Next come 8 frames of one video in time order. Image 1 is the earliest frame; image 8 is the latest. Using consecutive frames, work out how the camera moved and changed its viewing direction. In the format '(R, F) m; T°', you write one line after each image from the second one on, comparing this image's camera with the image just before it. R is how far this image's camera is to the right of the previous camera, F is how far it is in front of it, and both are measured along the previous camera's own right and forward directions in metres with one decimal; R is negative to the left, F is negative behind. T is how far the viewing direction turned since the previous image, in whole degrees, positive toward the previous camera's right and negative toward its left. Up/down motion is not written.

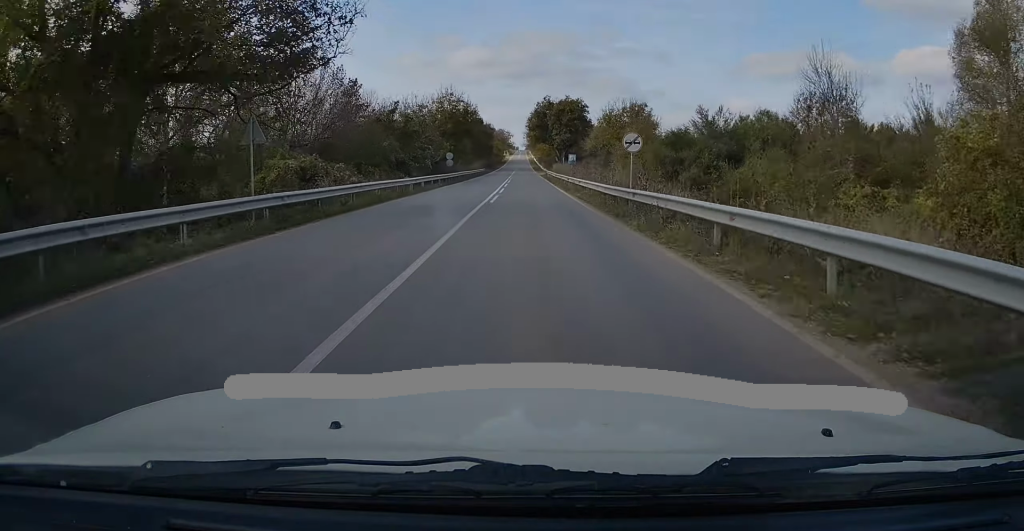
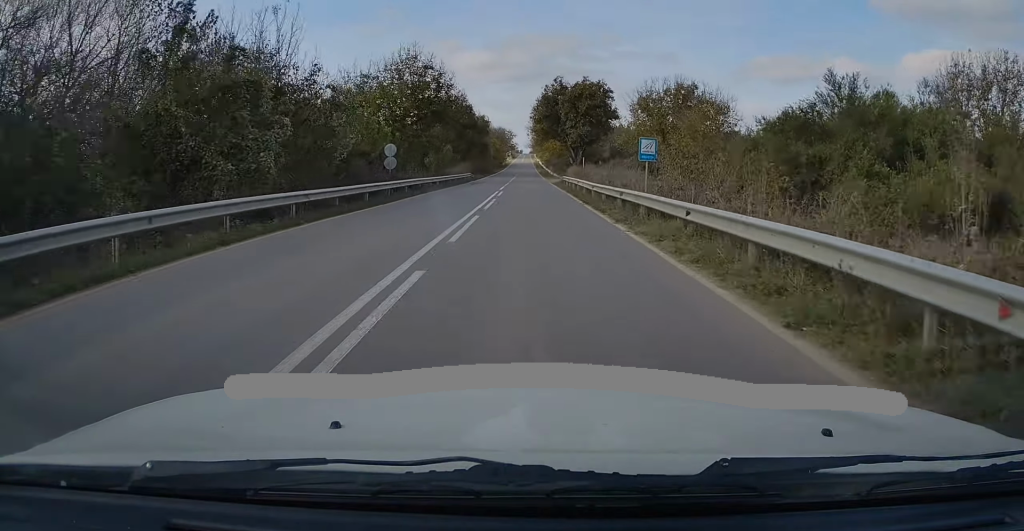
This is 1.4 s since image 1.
(-0.4, +29.4) m; -2°
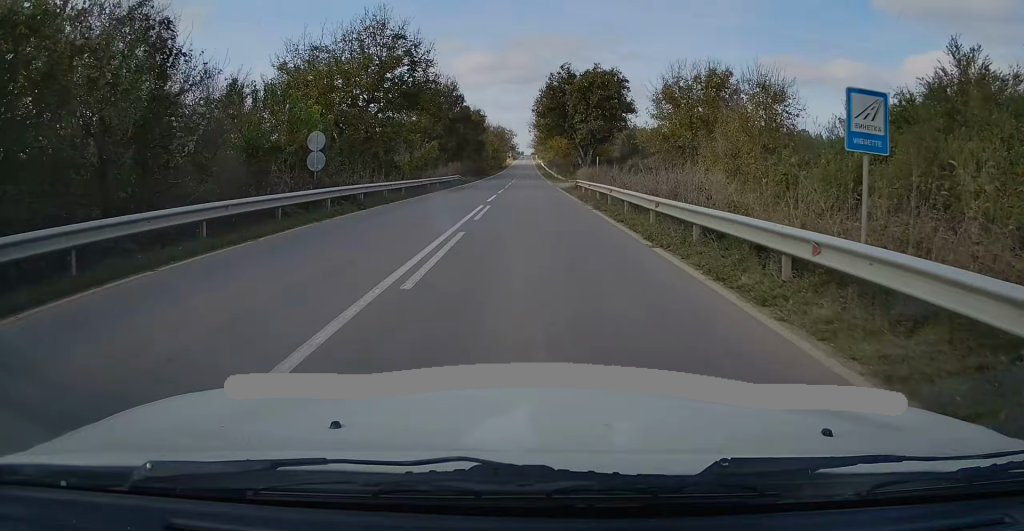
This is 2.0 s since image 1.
(-0.3, +12.9) m; 0°
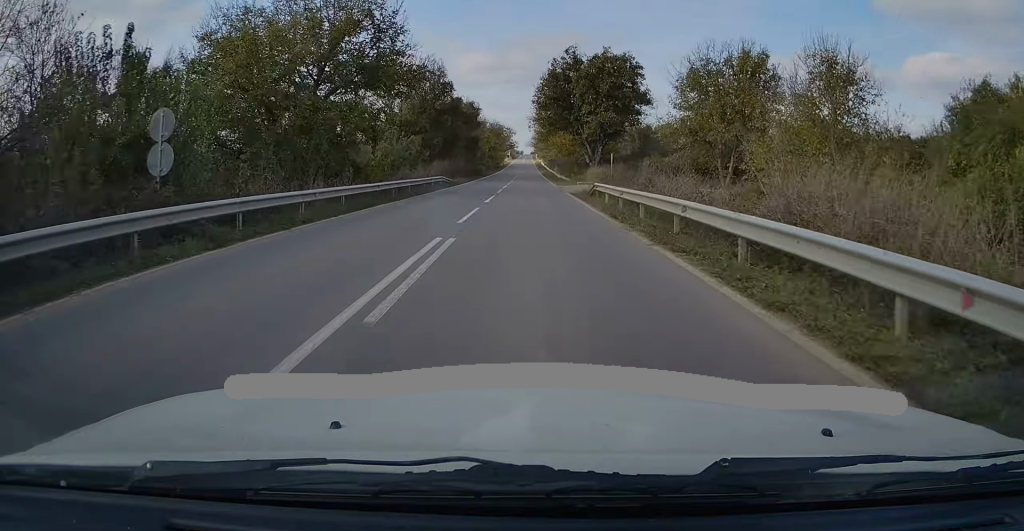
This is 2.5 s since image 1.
(+0.1, +10.3) m; 0°
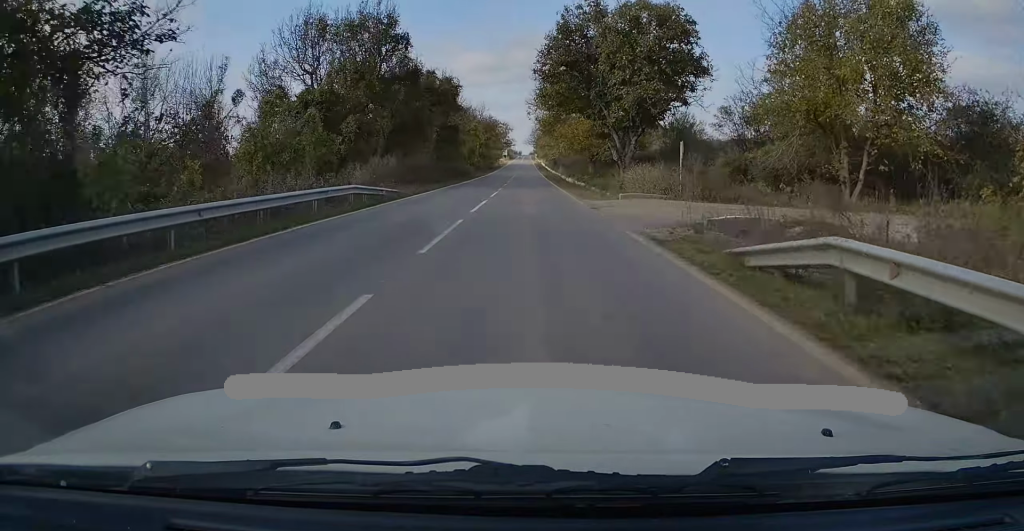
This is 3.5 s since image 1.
(+0.2, +22.4) m; 0°
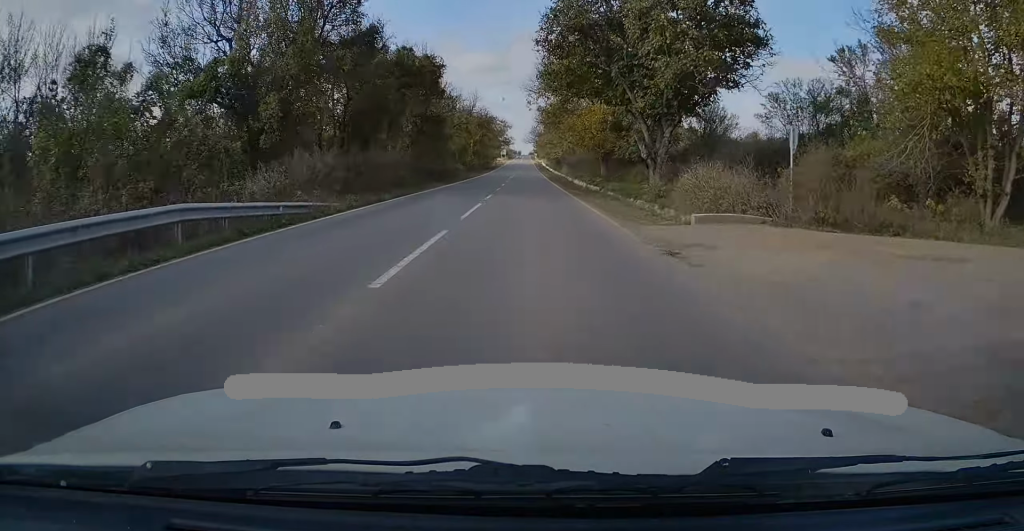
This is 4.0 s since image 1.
(0.0, +11.4) m; 0°
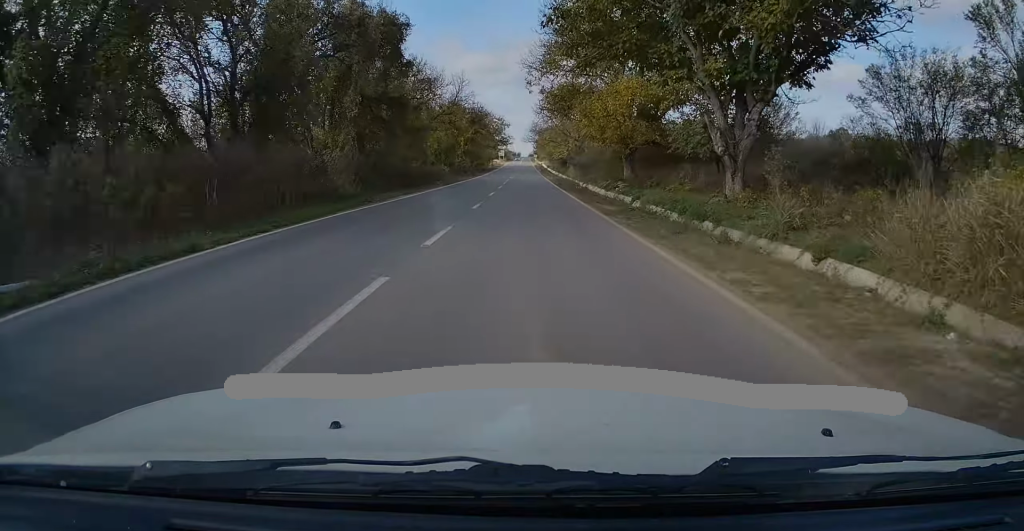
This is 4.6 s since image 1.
(-0.1, +14.0) m; 0°
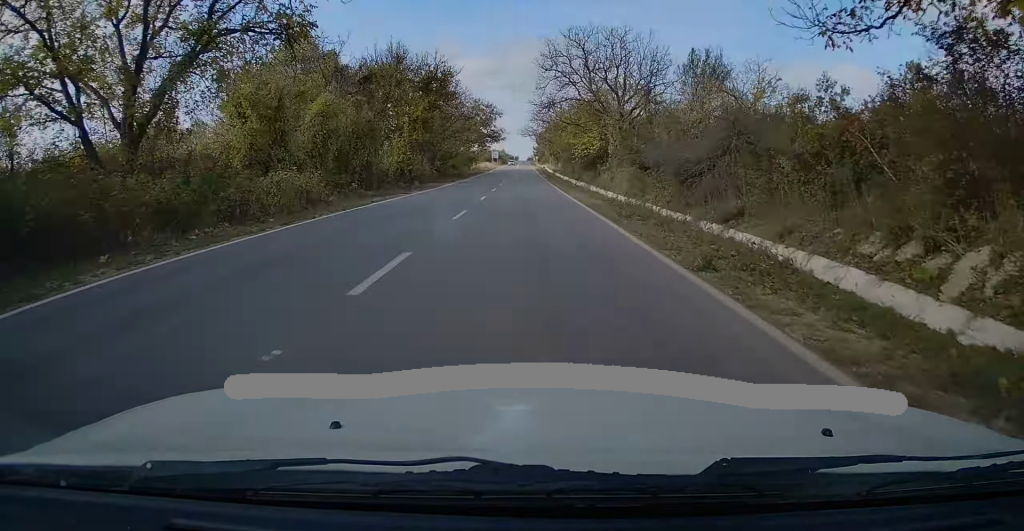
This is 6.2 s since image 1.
(+0.1, +39.3) m; +1°
